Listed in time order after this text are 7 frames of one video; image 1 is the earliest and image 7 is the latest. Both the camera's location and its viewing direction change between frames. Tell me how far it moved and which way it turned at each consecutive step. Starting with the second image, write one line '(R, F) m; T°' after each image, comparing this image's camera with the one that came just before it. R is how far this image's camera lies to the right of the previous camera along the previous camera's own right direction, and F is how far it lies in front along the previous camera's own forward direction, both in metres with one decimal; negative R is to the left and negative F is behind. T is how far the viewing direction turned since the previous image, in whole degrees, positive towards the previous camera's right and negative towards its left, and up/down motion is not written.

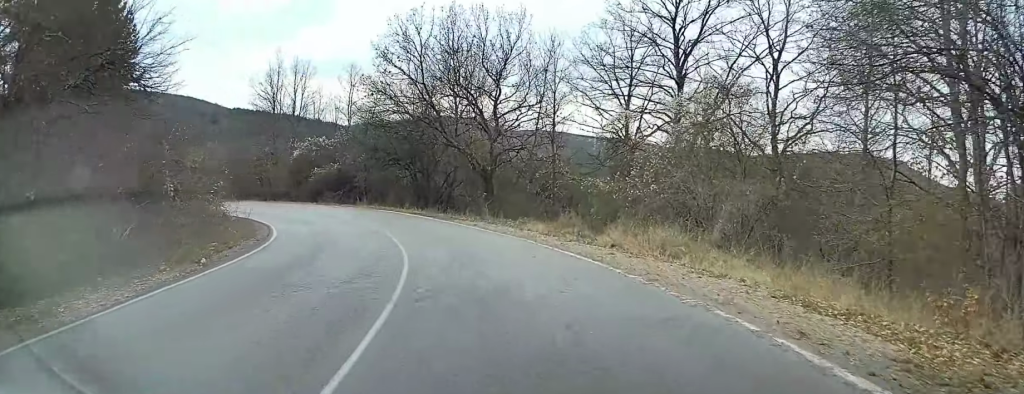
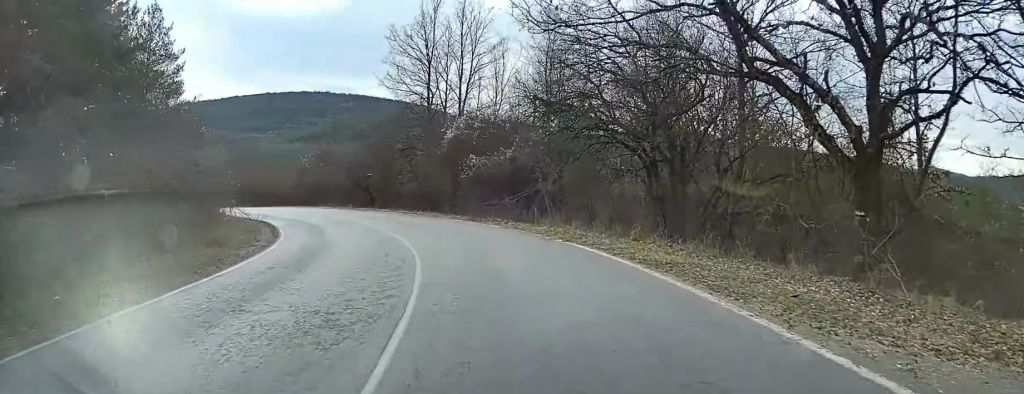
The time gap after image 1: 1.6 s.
(-3.1, +22.8) m; -19°
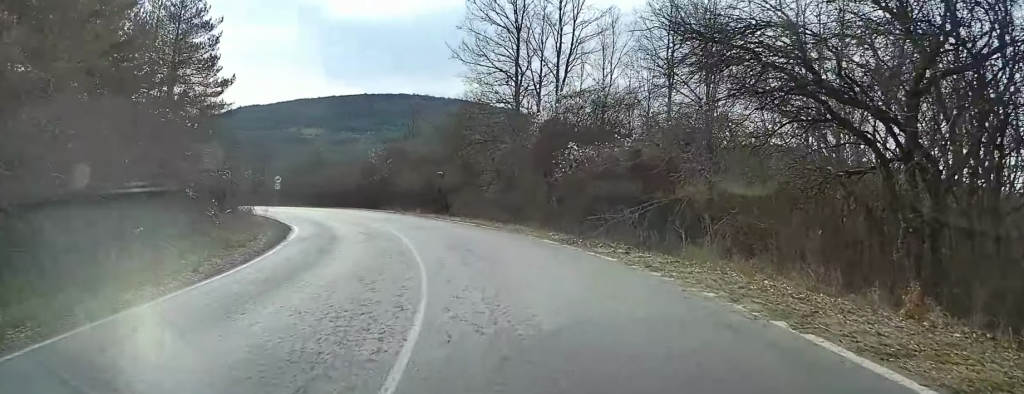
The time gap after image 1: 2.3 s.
(-1.3, +10.1) m; -8°
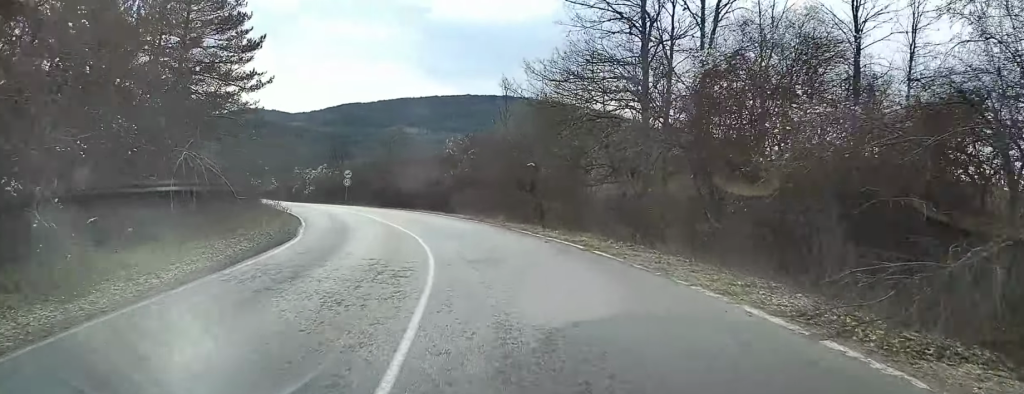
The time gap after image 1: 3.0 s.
(-0.7, +10.7) m; -7°
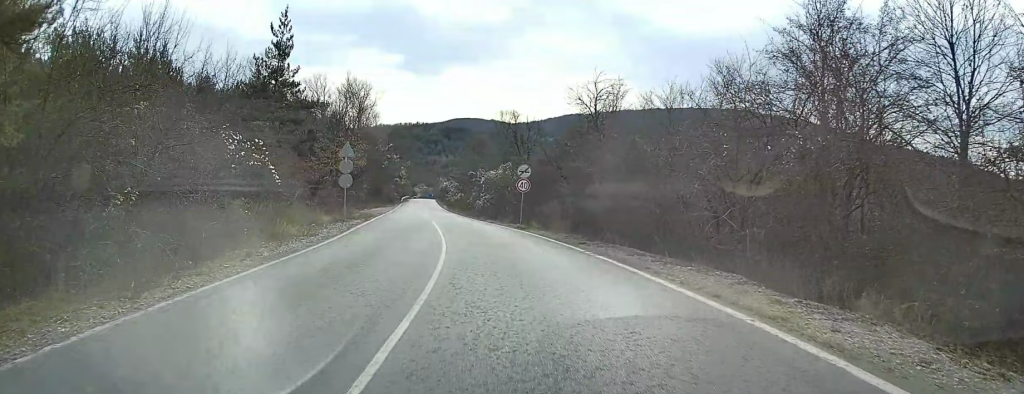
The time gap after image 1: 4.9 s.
(-4.2, +27.6) m; -17°
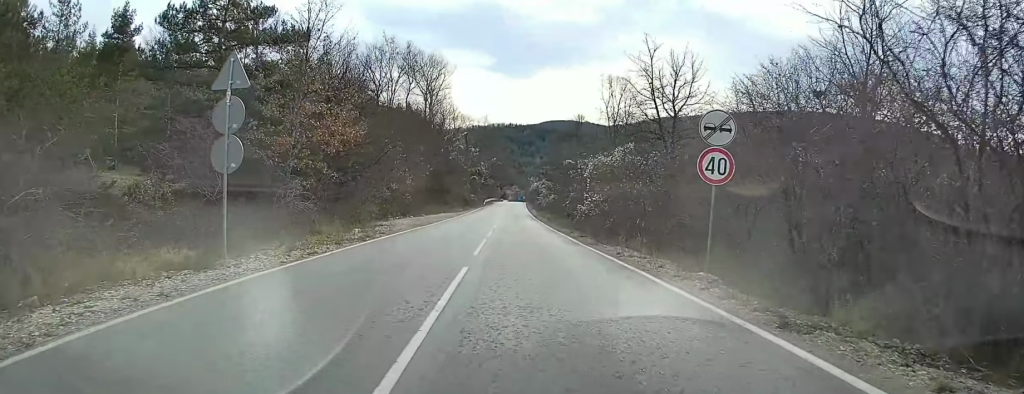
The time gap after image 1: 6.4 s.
(-1.6, +22.3) m; -7°
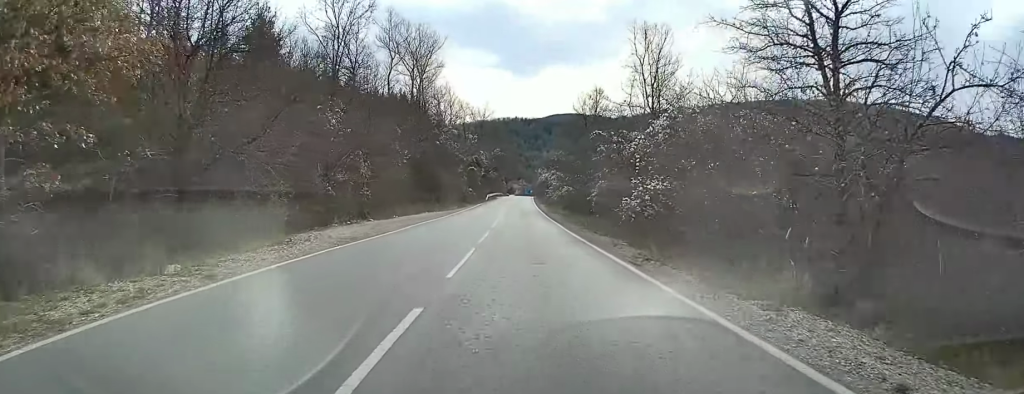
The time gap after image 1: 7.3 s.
(-0.3, +14.4) m; -1°
